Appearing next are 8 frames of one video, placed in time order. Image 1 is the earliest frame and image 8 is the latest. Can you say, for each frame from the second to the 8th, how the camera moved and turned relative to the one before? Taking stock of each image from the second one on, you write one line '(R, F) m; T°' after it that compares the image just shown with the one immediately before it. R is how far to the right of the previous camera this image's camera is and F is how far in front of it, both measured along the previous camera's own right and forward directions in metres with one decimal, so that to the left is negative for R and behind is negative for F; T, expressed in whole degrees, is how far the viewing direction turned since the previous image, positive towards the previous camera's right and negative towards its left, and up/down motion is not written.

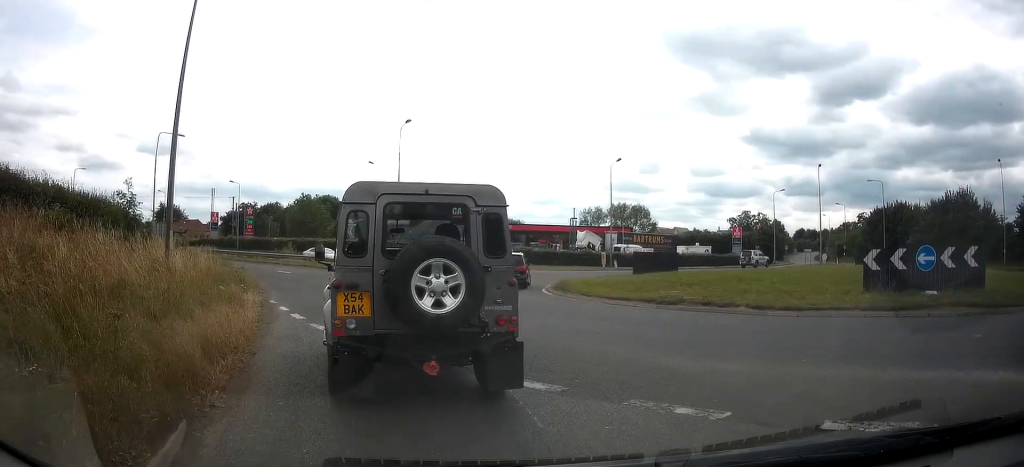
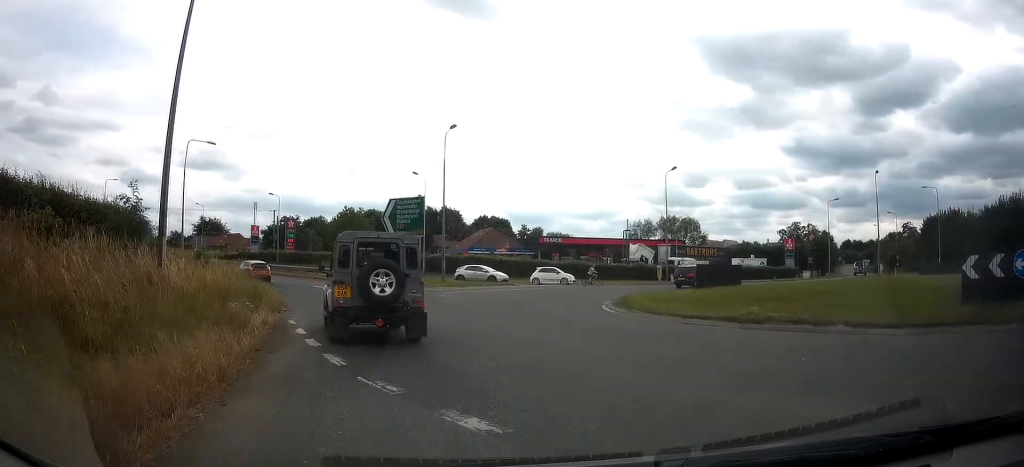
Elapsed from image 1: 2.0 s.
(+0.1, +1.6) m; 0°
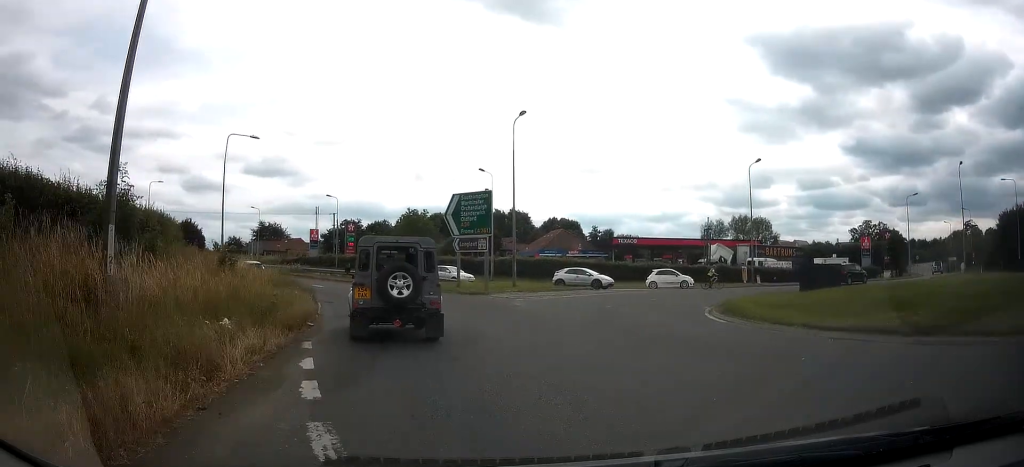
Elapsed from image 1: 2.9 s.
(+0.1, +1.1) m; -3°
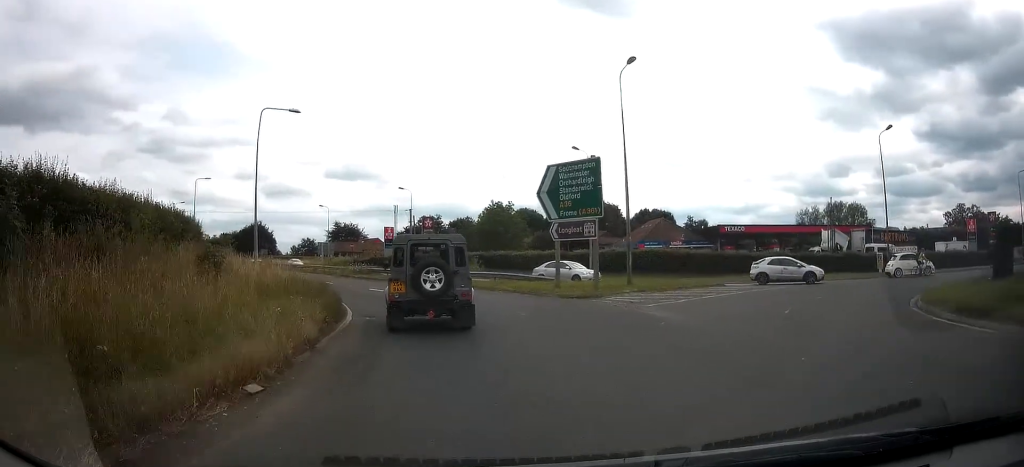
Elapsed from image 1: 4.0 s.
(-0.2, +4.3) m; -3°
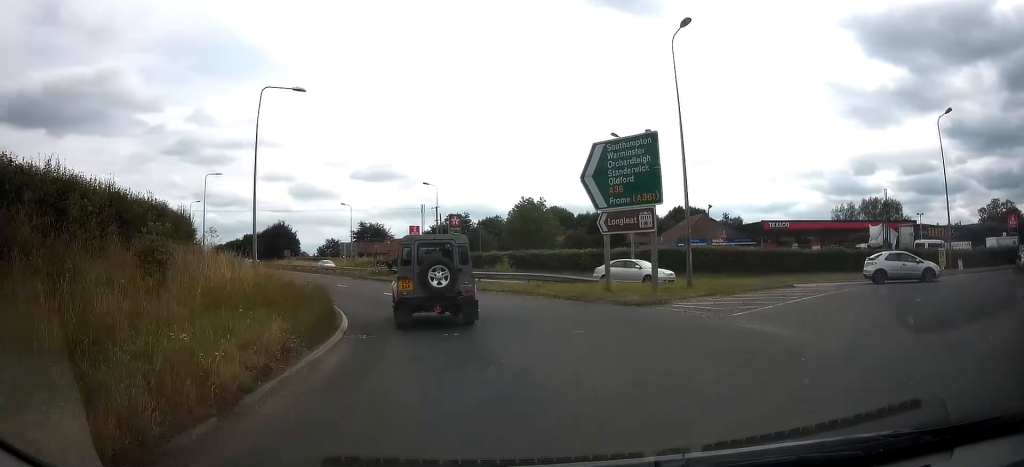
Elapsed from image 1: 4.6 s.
(0.0, +4.0) m; 0°
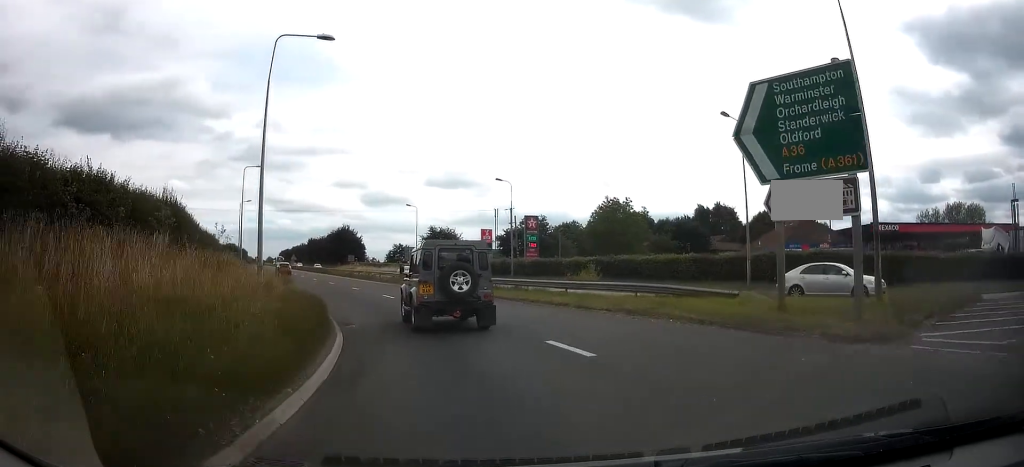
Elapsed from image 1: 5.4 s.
(0.0, +7.9) m; -3°
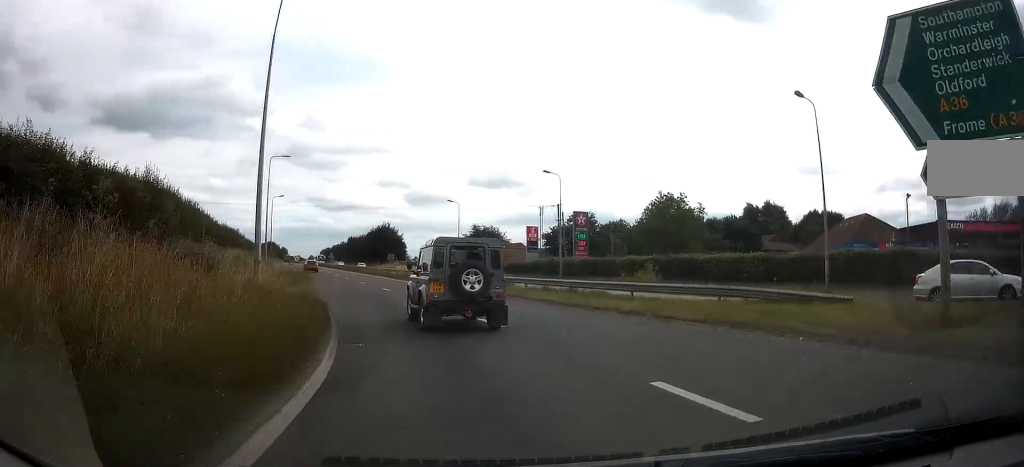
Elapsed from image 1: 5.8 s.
(+0.2, +4.2) m; -3°
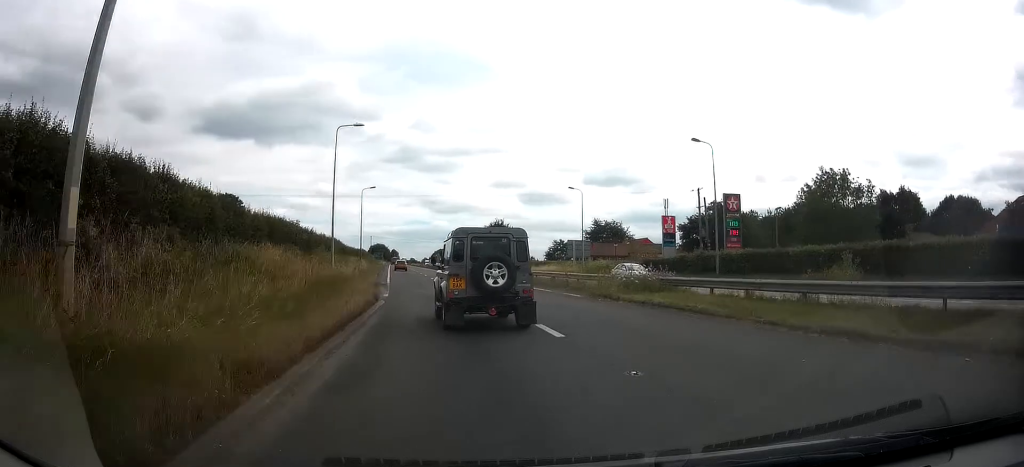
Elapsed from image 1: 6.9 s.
(-1.1, +12.2) m; -10°
